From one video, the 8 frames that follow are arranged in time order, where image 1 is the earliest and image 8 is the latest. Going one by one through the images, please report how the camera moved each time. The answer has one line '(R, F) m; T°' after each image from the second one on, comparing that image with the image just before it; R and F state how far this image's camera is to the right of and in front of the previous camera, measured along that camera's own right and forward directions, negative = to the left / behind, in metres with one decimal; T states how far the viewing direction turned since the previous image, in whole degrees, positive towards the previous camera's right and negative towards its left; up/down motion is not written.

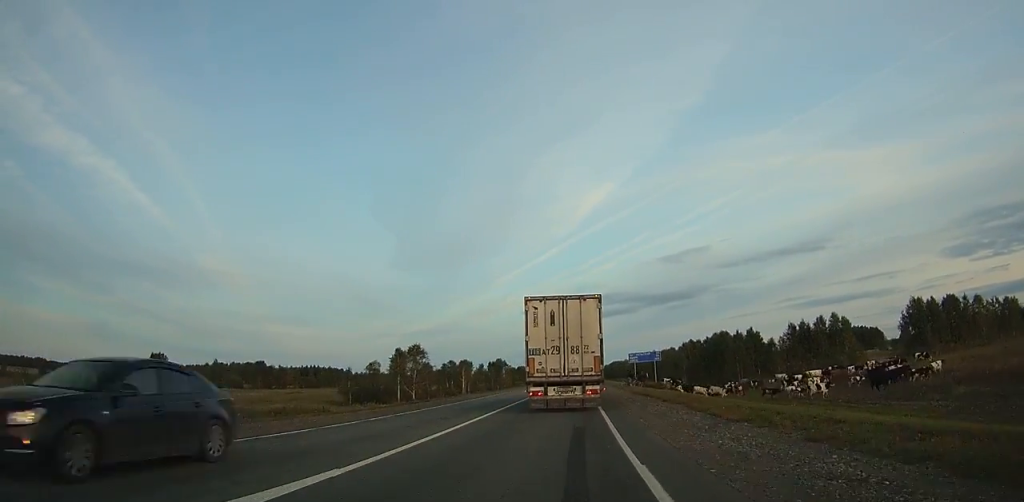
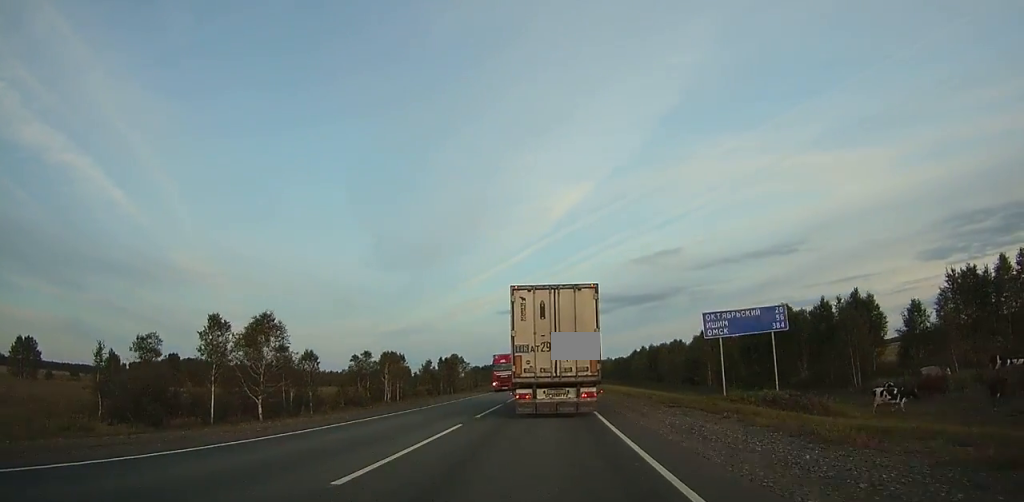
(+0.6, +40.6) m; +2°
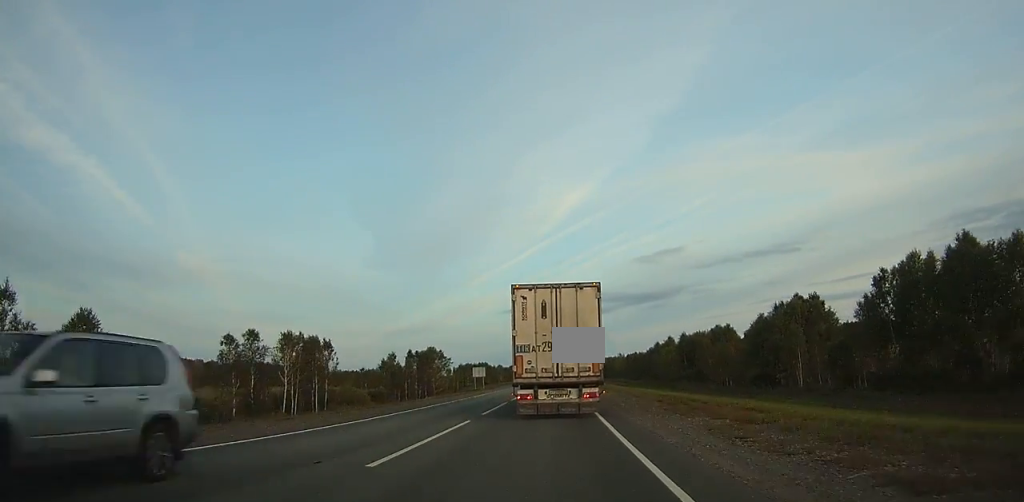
(+0.2, +33.4) m; 0°
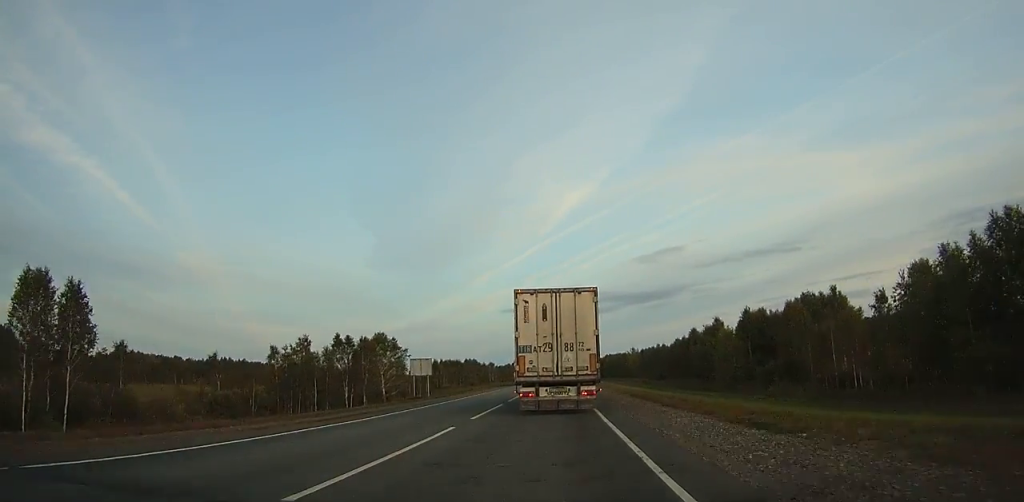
(-0.2, +37.8) m; -1°
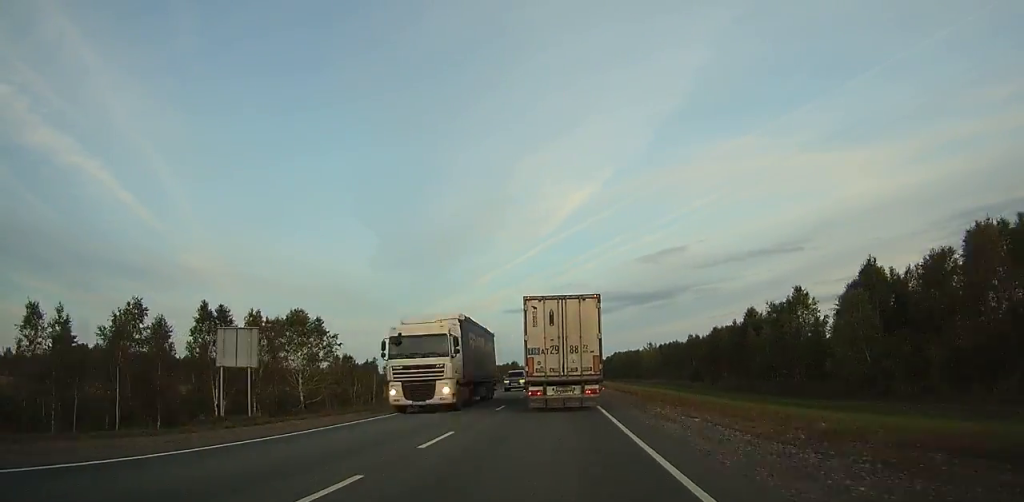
(-0.2, +30.6) m; 0°
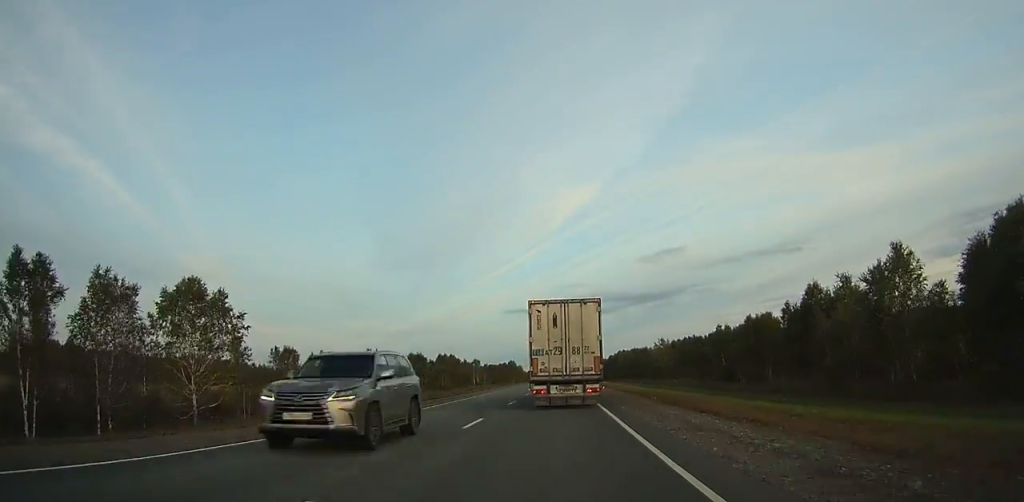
(0.0, +20.2) m; 0°
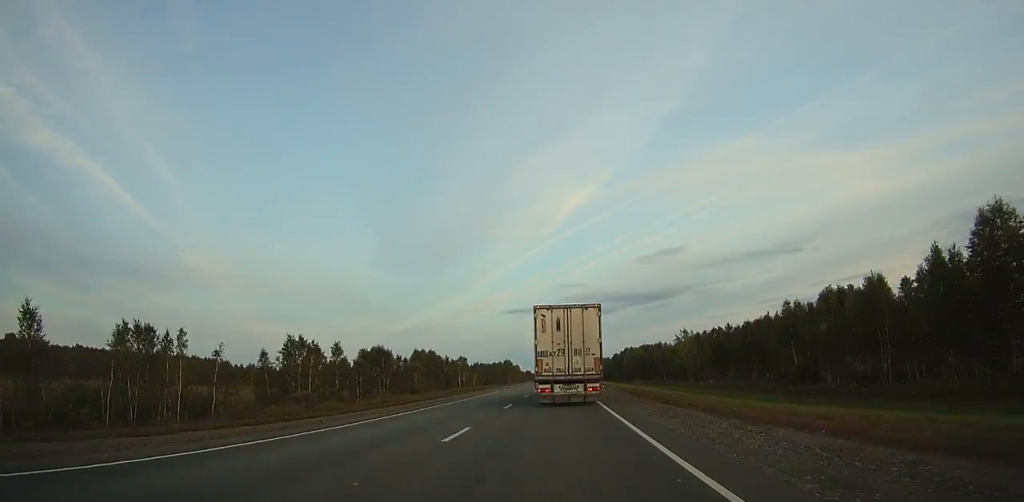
(0.0, +25.9) m; 0°
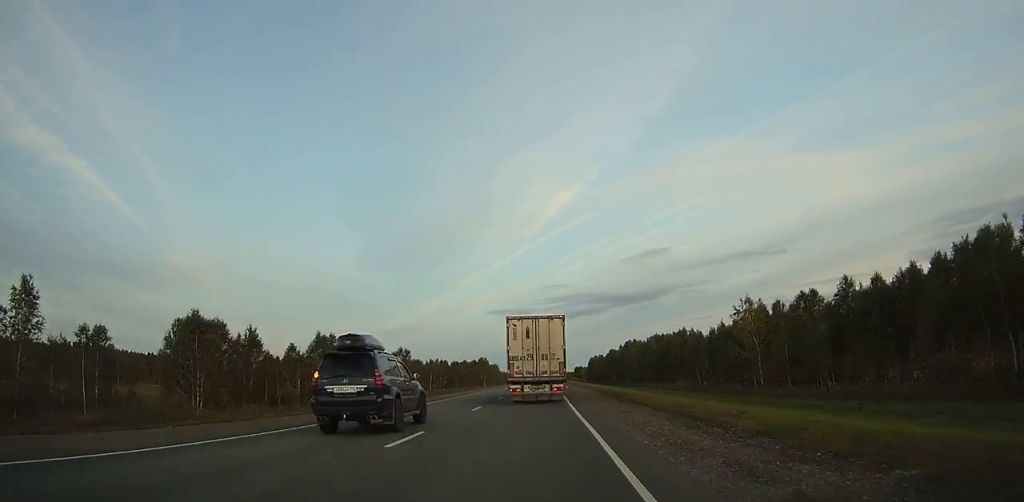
(+0.5, +48.8) m; +1°
